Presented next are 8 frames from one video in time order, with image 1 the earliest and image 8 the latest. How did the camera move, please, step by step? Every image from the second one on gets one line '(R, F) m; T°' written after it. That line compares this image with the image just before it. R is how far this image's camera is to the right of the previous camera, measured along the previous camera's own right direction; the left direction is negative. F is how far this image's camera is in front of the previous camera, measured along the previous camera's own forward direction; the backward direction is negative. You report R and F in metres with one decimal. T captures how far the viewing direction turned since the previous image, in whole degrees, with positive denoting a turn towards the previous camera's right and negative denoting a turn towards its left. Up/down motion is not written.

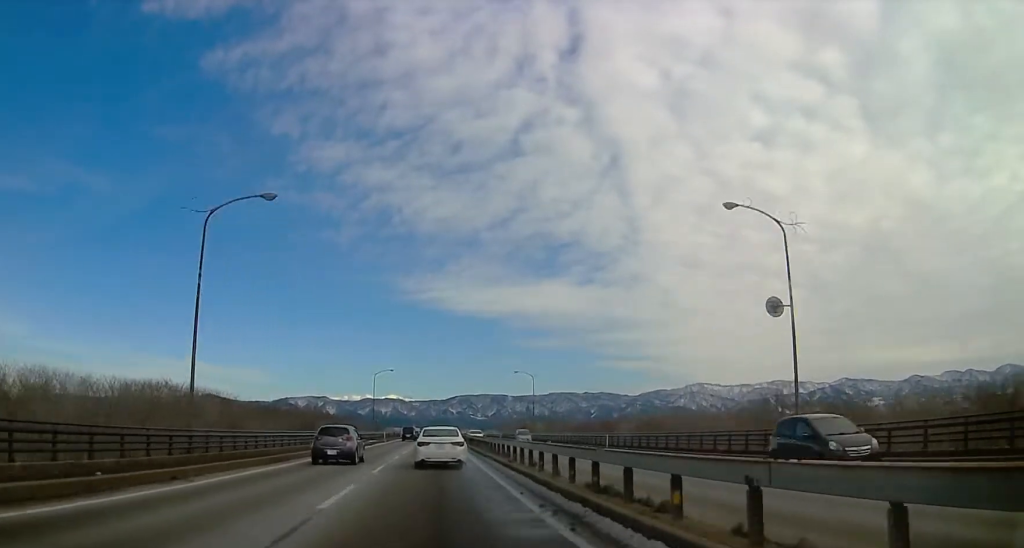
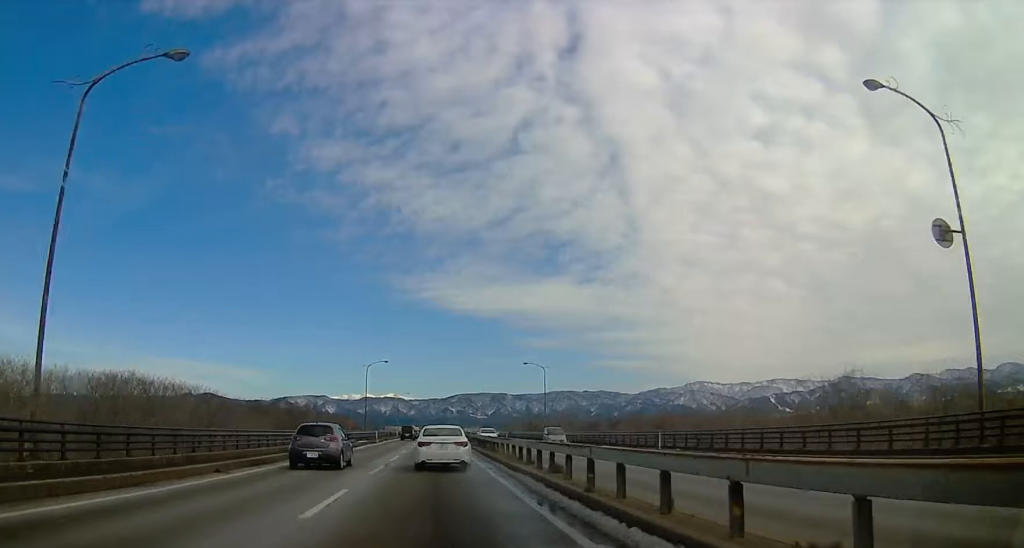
(0.0, +12.3) m; 0°
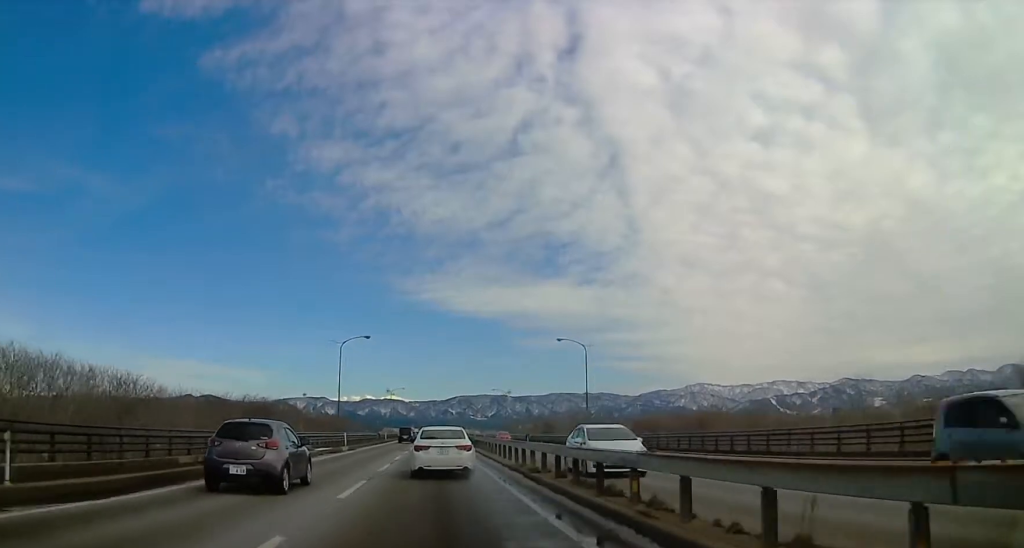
(0.0, +28.6) m; 0°
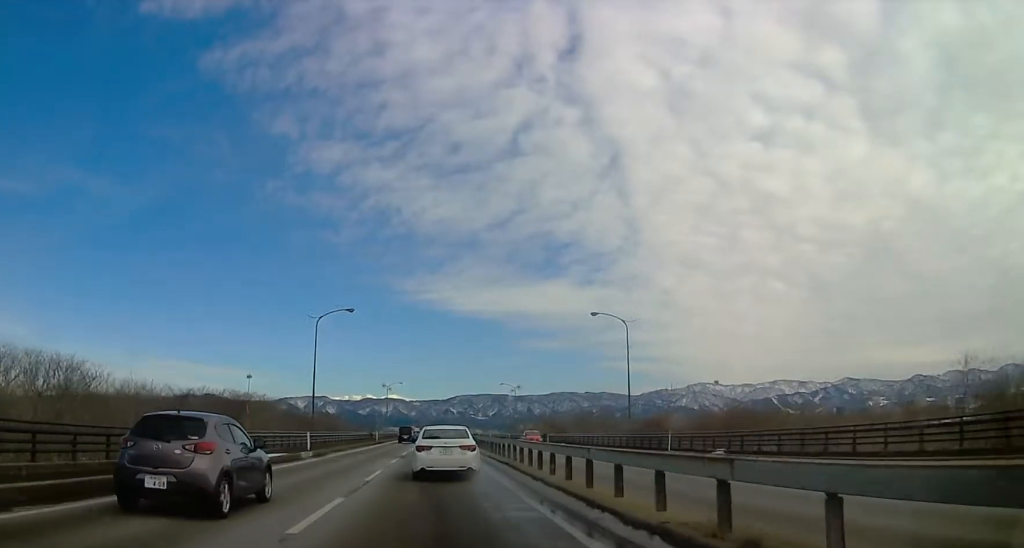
(0.0, +16.1) m; 0°
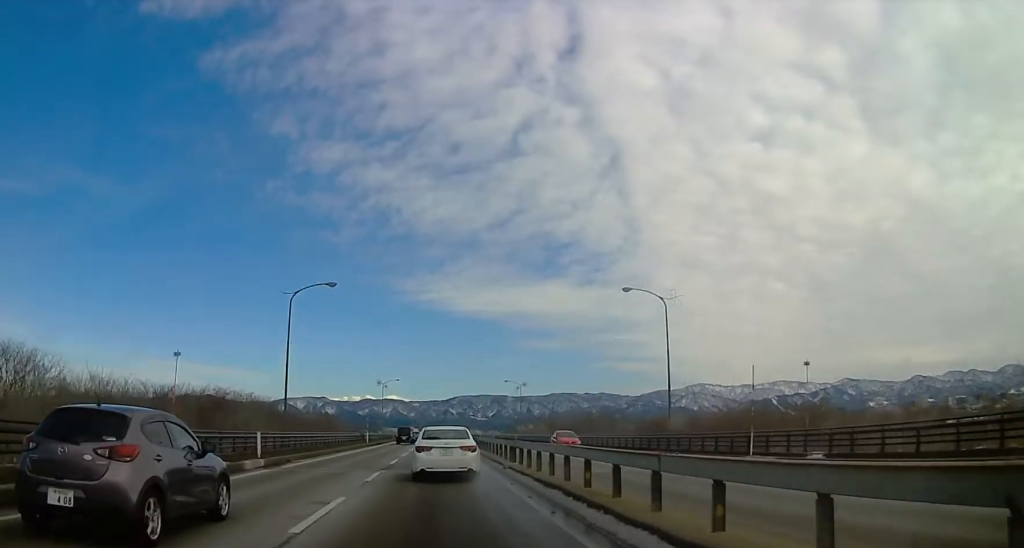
(0.0, +10.4) m; 0°
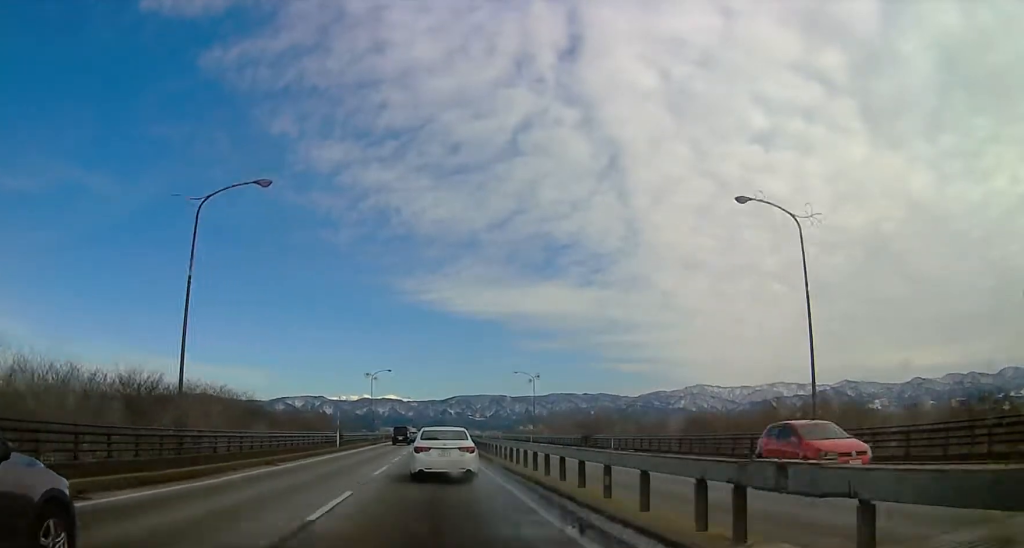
(-0.1, +19.6) m; -1°
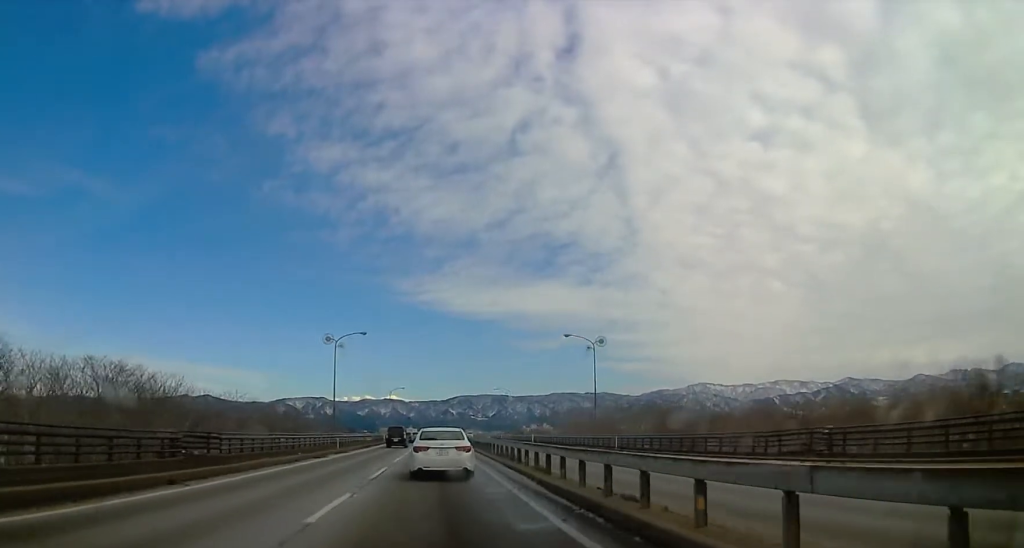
(-0.6, +41.7) m; +3°
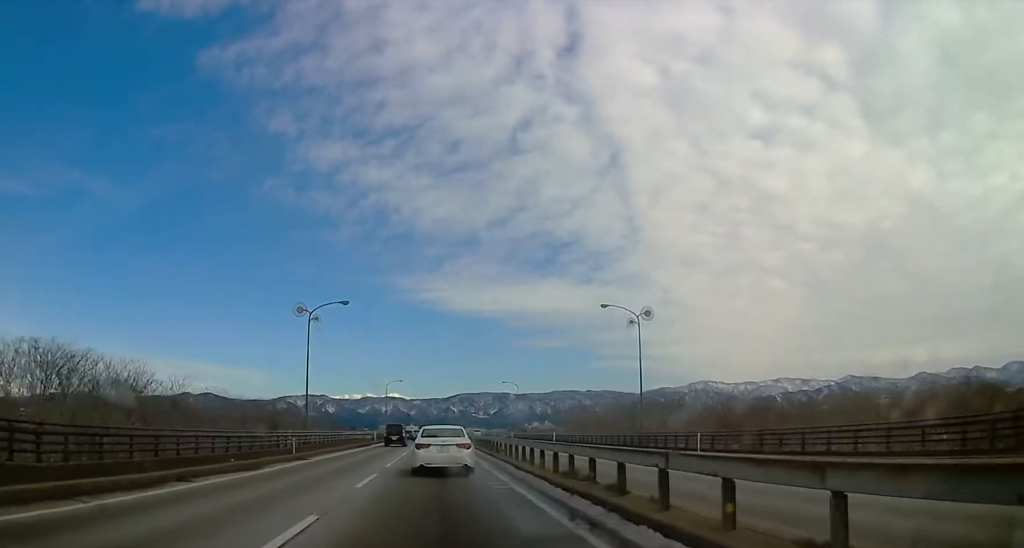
(+1.2, +14.6) m; +1°
